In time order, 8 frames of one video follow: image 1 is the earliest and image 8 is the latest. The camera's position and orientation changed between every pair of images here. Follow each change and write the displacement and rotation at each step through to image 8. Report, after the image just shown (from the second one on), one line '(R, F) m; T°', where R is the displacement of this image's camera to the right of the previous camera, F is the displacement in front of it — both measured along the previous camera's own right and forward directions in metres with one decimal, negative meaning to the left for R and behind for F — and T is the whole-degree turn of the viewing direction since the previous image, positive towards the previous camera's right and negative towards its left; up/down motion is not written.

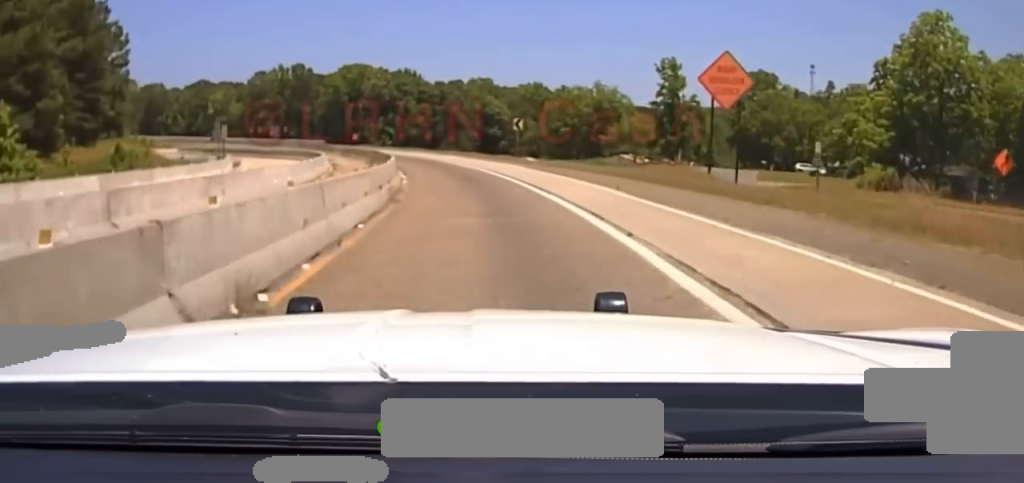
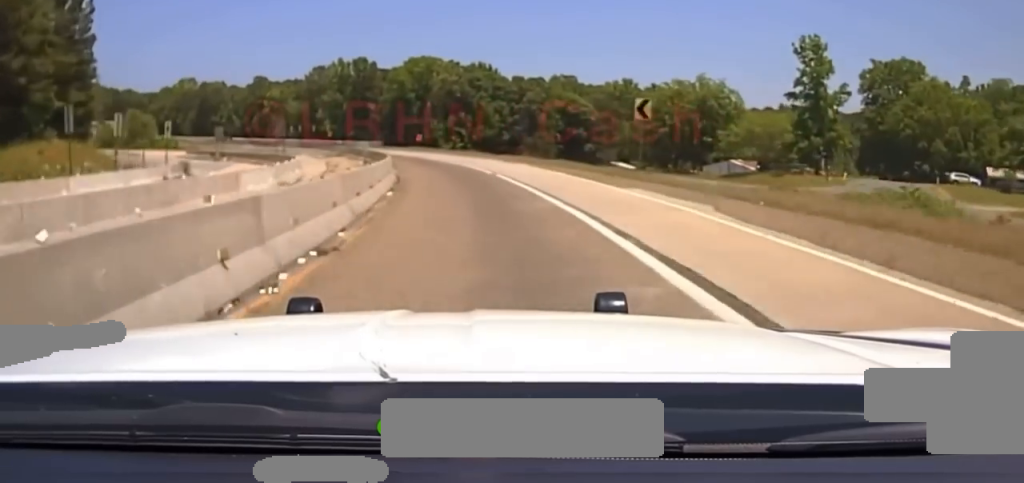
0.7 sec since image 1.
(-0.8, +28.3) m; -6°
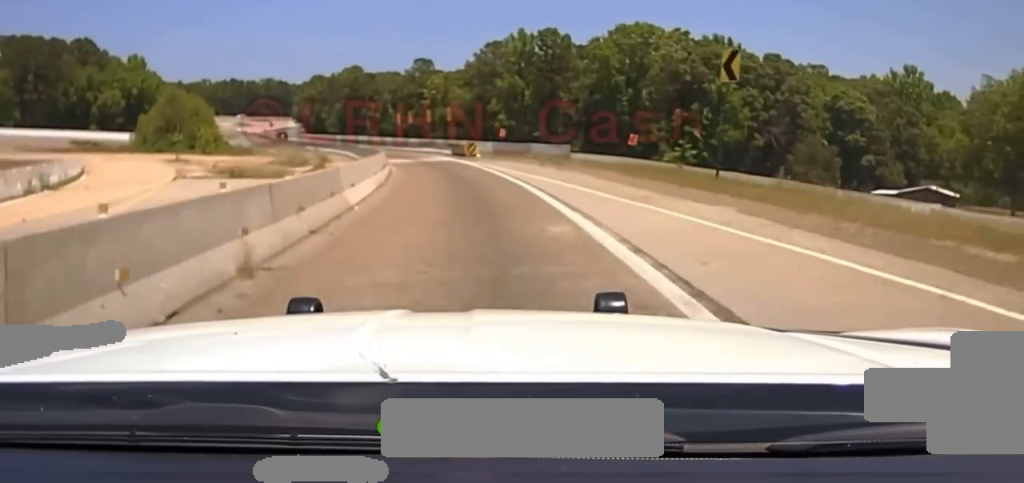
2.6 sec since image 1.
(-8.9, +62.7) m; -13°
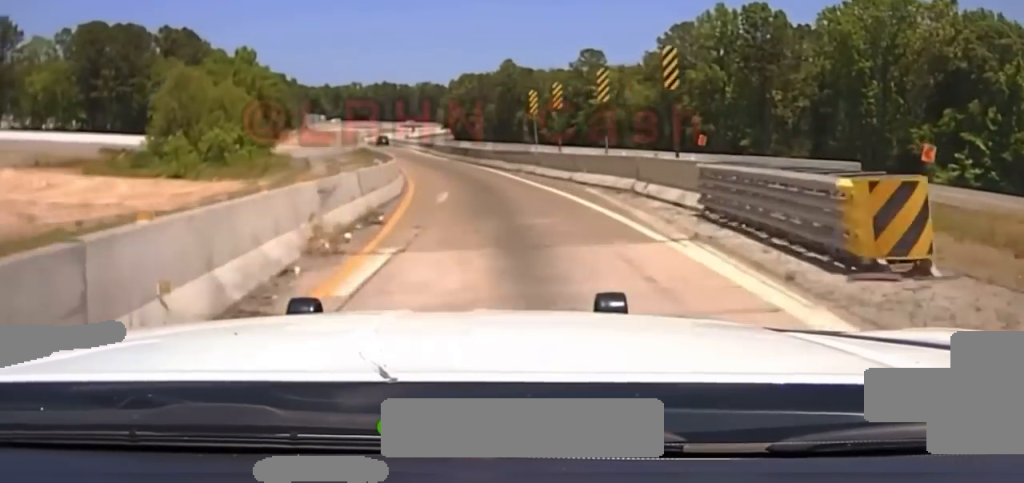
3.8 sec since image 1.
(-1.7, +40.1) m; -9°
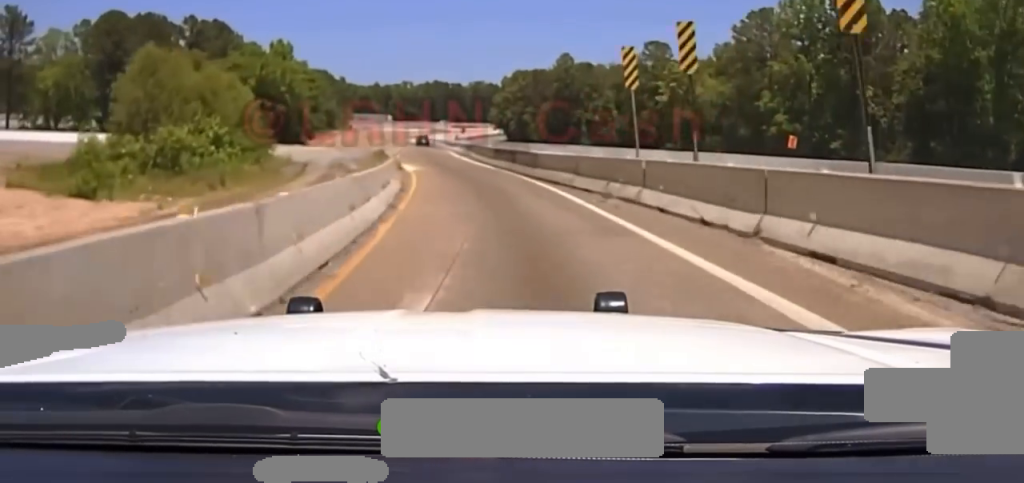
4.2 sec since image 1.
(-1.2, +14.3) m; -4°
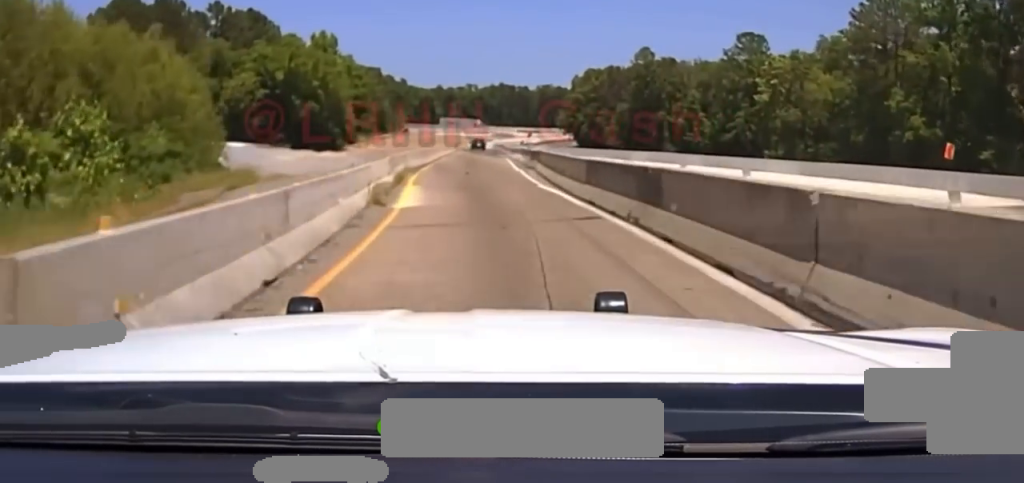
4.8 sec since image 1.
(-0.6, +20.0) m; -5°
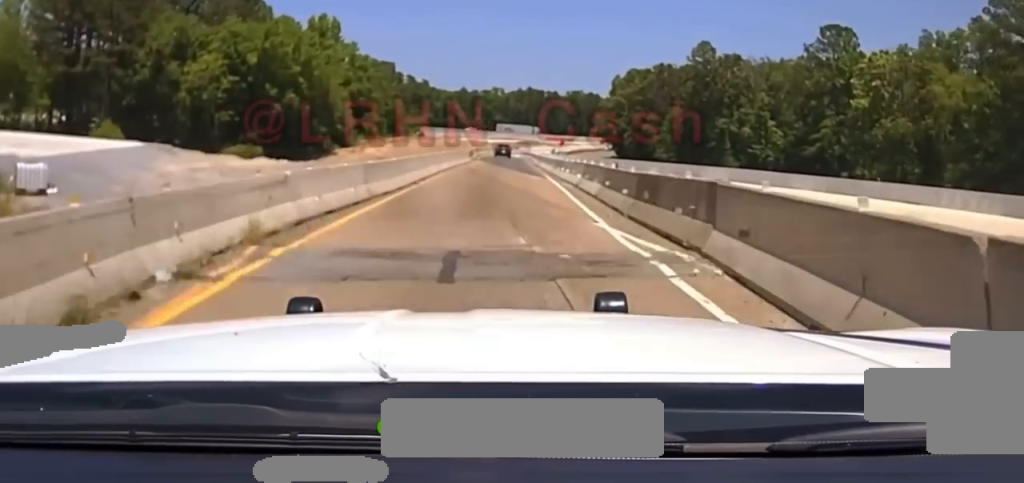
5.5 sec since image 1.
(-1.5, +25.8) m; -3°
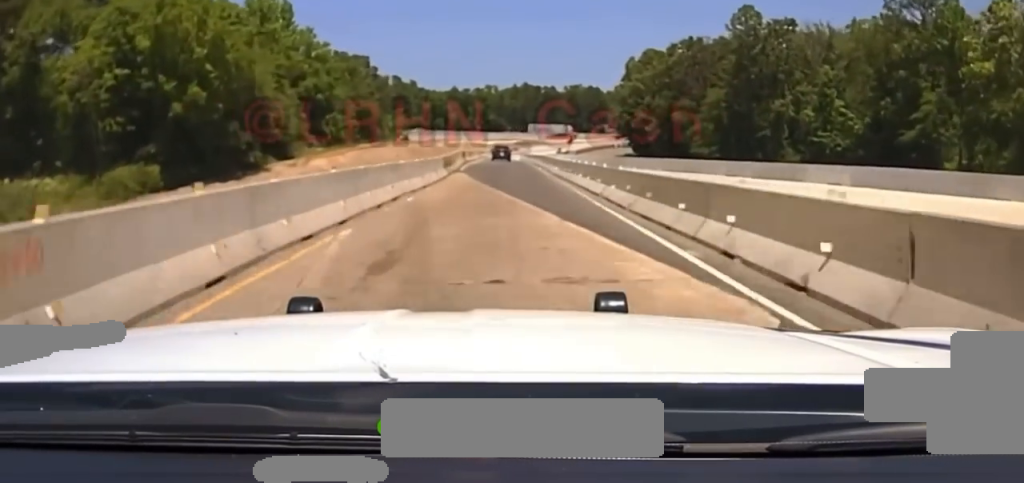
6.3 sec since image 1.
(-0.9, +28.9) m; -2°
